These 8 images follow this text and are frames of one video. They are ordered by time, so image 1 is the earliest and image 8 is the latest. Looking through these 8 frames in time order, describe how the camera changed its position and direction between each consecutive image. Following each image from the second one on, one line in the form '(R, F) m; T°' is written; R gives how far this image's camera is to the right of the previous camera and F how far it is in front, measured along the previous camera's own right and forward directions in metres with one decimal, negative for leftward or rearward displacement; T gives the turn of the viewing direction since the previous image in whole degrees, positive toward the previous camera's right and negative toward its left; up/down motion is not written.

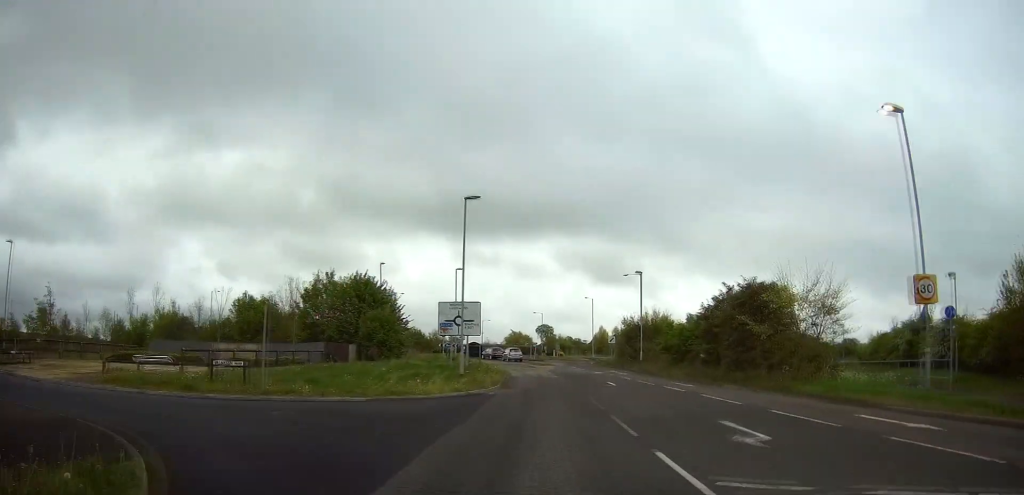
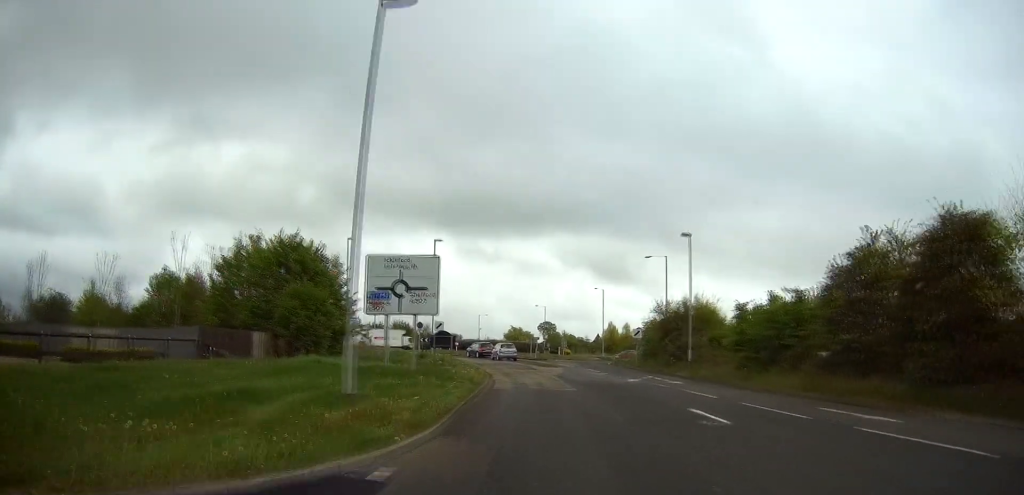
(0.0, +16.9) m; 0°
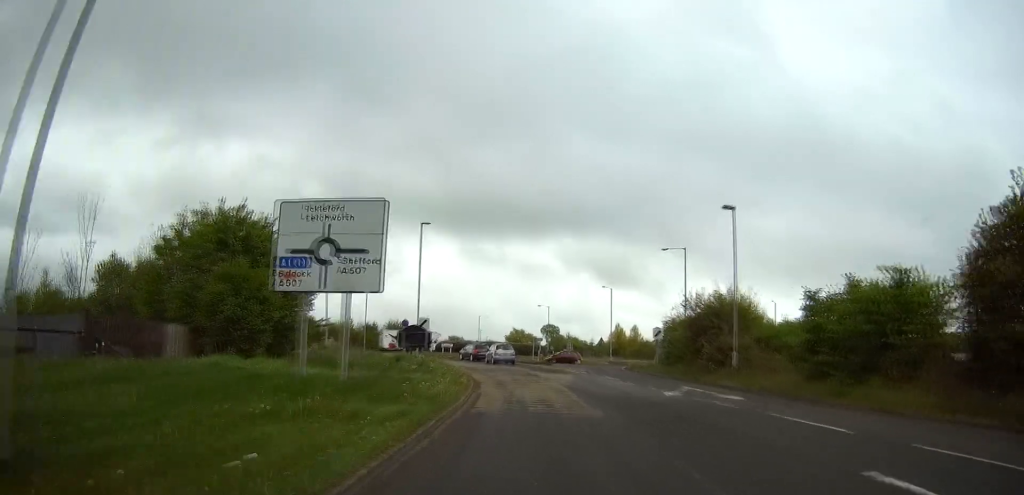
(0.0, +8.2) m; 0°
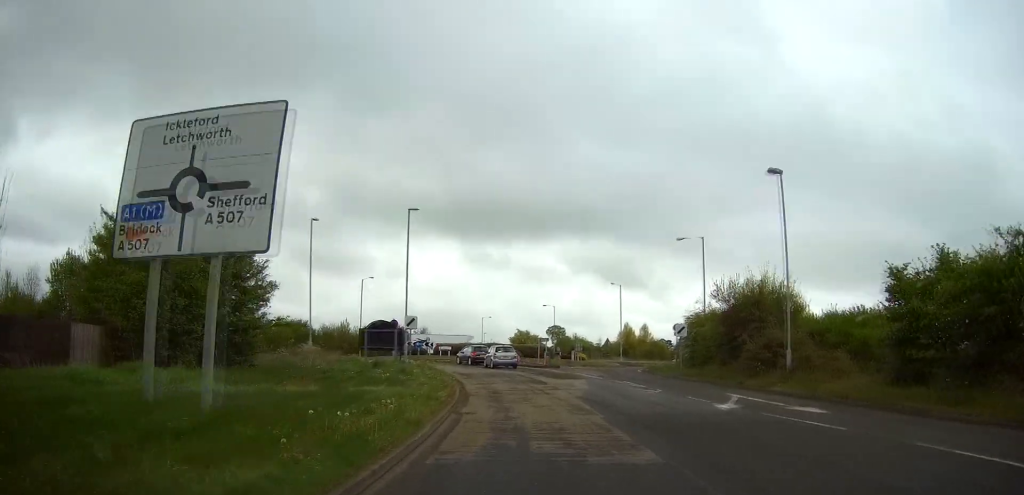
(0.0, +6.0) m; -1°
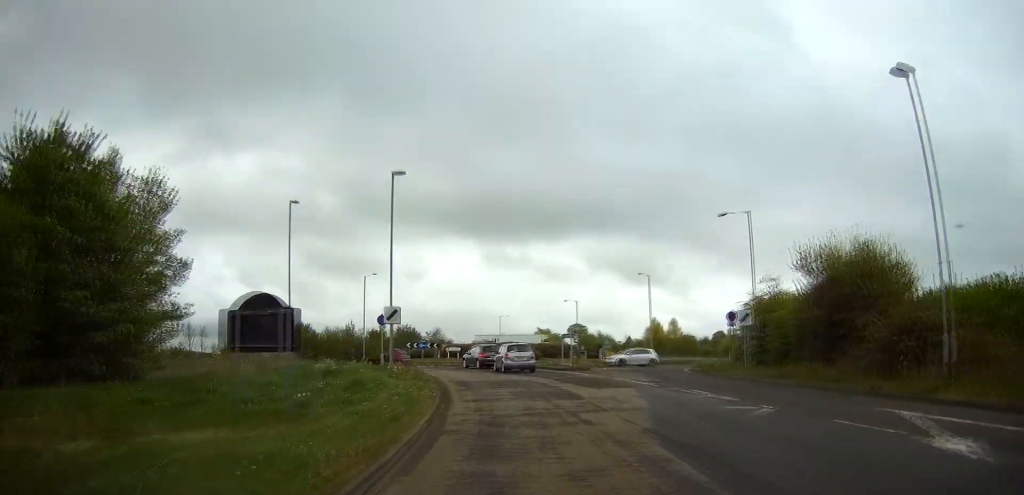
(-0.1, +9.4) m; -2°
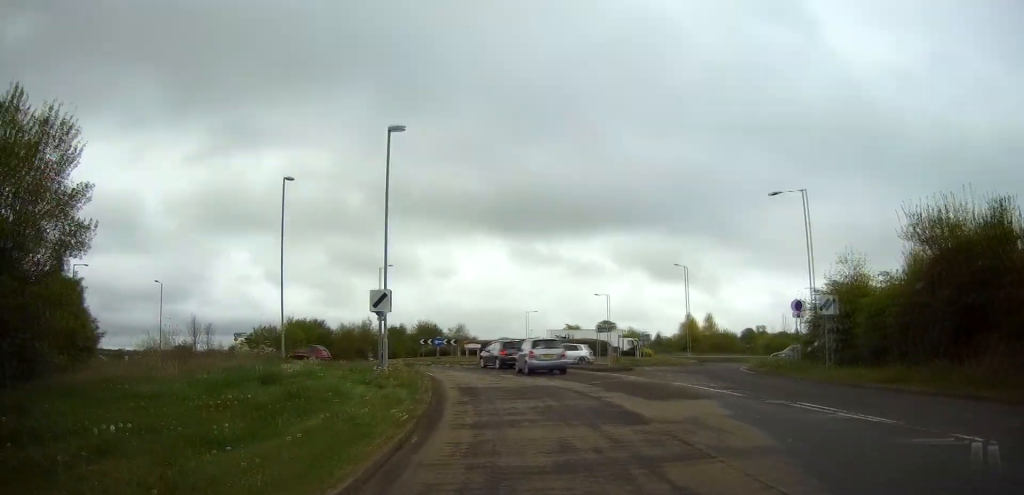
(-0.2, +6.7) m; -3°
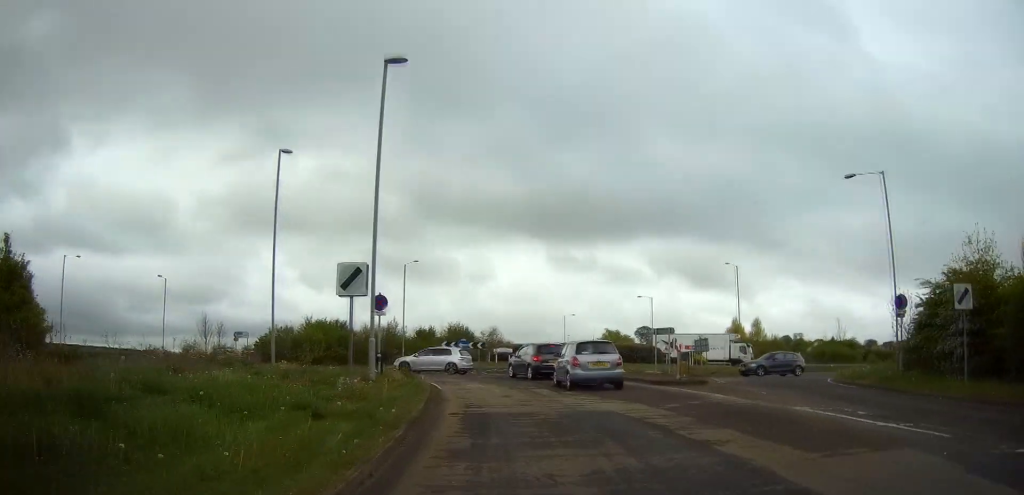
(-0.2, +7.4) m; -3°
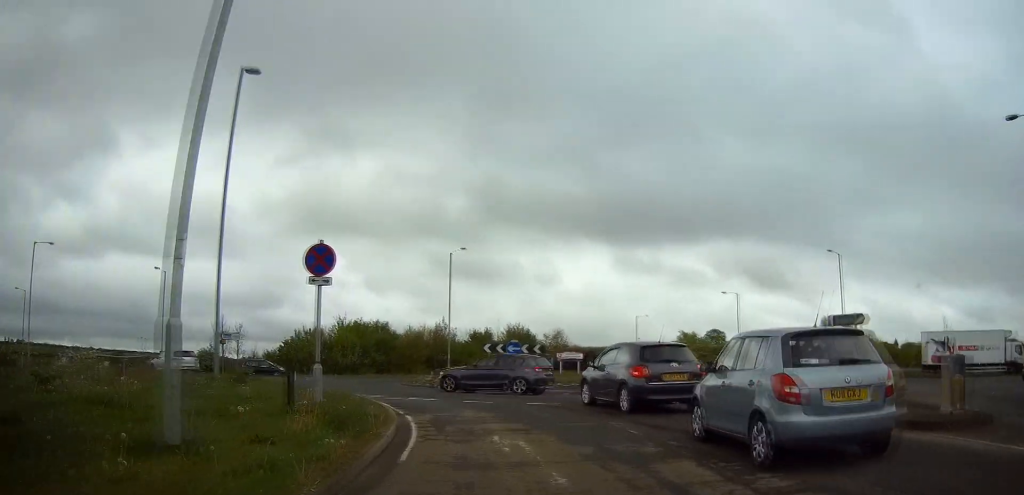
(-0.6, +13.6) m; -5°
